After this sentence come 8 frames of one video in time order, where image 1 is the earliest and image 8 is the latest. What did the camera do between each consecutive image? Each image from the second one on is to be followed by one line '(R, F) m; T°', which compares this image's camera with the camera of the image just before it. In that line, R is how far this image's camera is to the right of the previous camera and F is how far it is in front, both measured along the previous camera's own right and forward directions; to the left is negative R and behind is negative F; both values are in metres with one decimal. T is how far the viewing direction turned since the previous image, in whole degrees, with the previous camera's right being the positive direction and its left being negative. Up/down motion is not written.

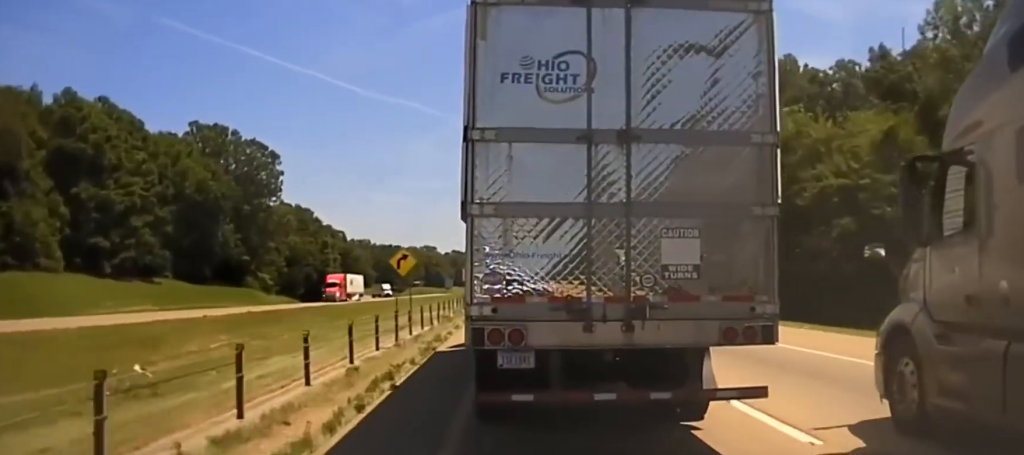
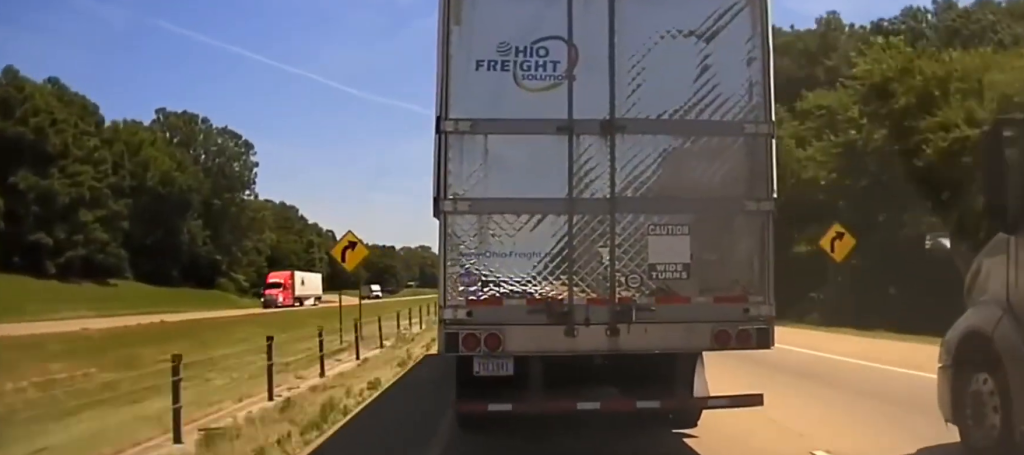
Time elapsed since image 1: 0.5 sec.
(-0.1, +14.6) m; 0°
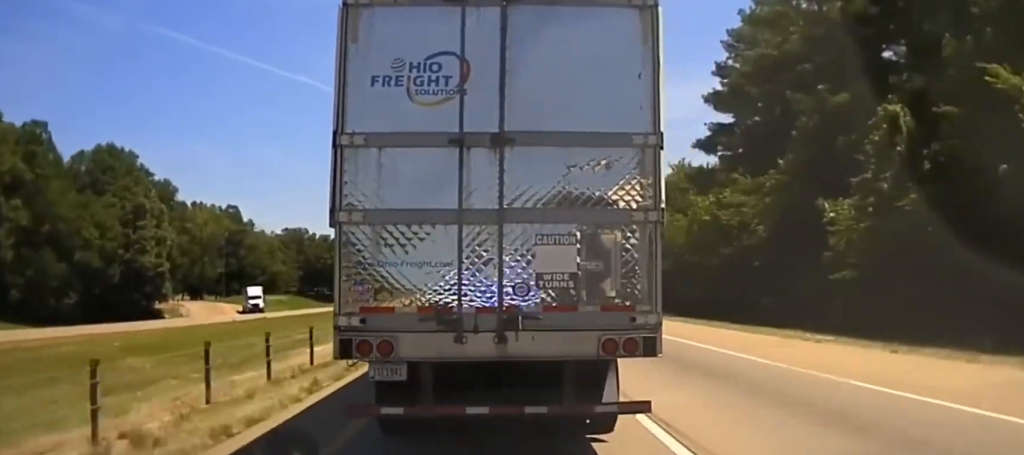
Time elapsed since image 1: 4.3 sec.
(+1.3, +137.5) m; +2°
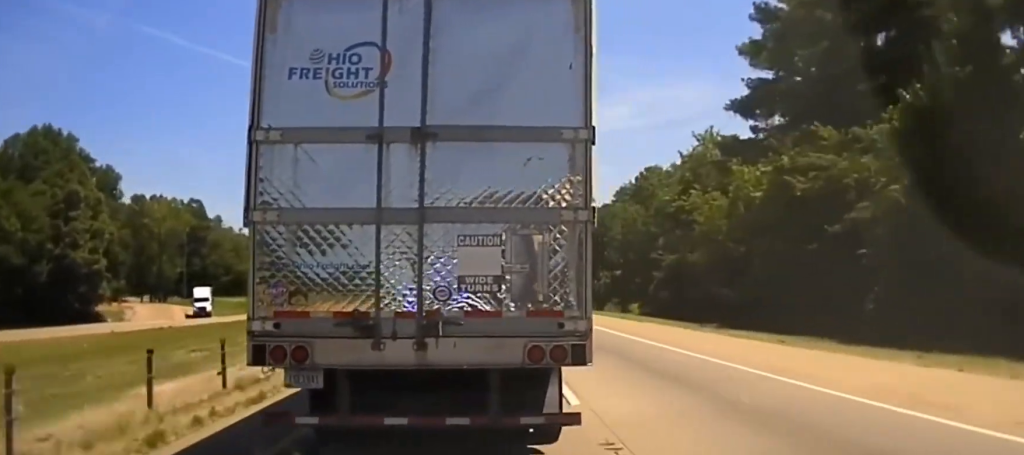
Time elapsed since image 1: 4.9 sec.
(+0.2, +24.2) m; 0°
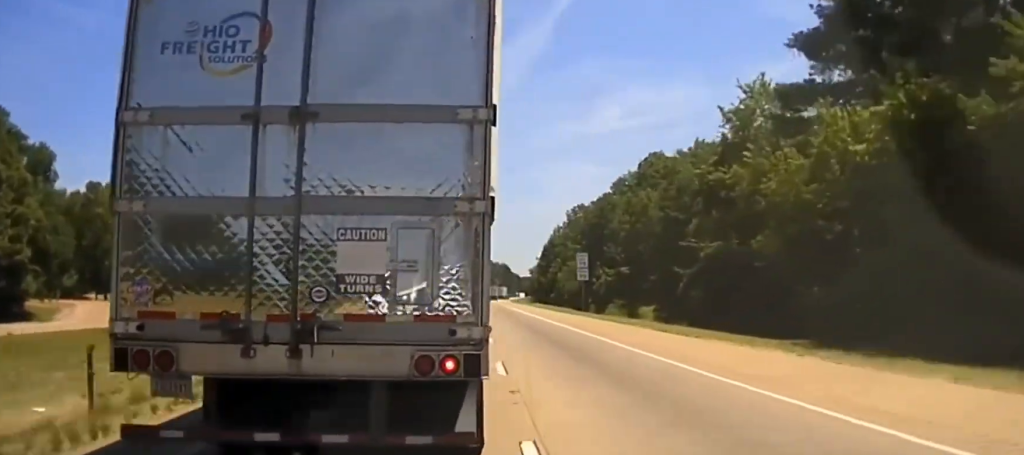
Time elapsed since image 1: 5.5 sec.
(+0.1, +21.2) m; 0°
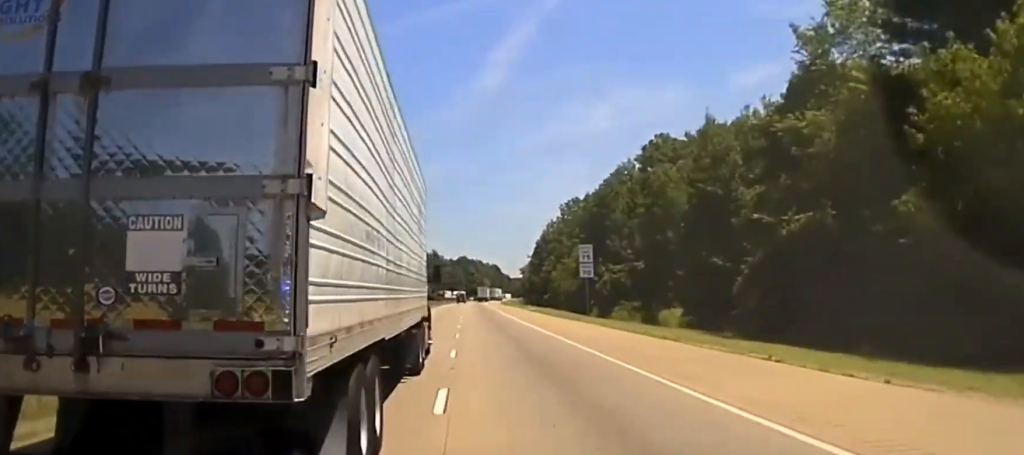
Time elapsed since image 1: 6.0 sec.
(0.0, +19.1) m; 0°
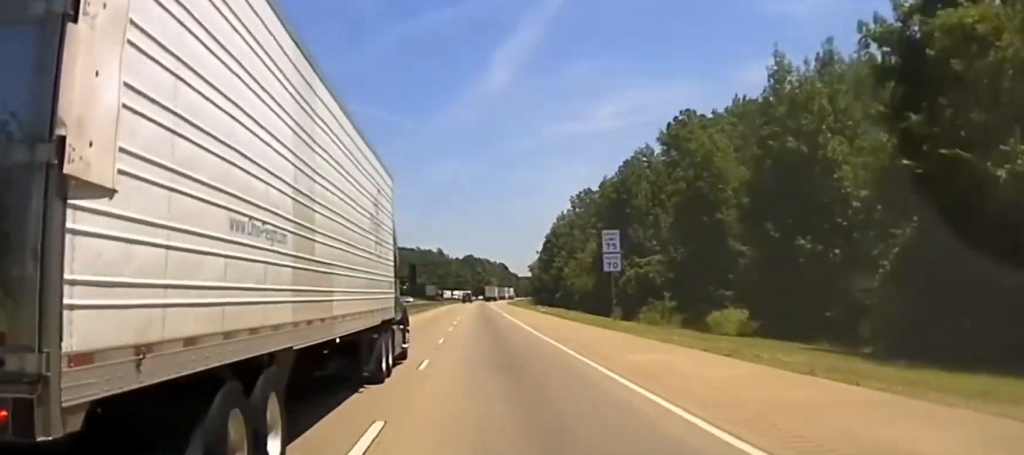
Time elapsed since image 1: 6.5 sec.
(0.0, +15.0) m; 0°
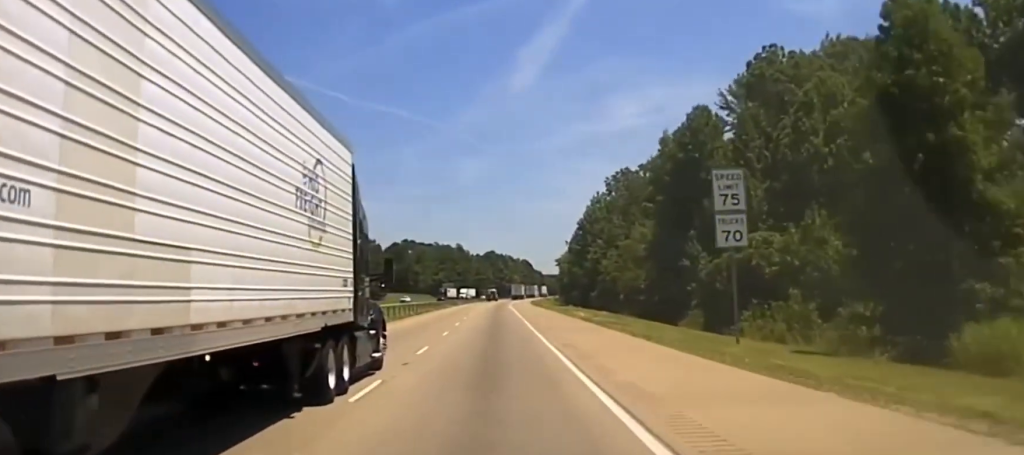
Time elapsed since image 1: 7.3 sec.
(-0.1, +26.2) m; -1°
